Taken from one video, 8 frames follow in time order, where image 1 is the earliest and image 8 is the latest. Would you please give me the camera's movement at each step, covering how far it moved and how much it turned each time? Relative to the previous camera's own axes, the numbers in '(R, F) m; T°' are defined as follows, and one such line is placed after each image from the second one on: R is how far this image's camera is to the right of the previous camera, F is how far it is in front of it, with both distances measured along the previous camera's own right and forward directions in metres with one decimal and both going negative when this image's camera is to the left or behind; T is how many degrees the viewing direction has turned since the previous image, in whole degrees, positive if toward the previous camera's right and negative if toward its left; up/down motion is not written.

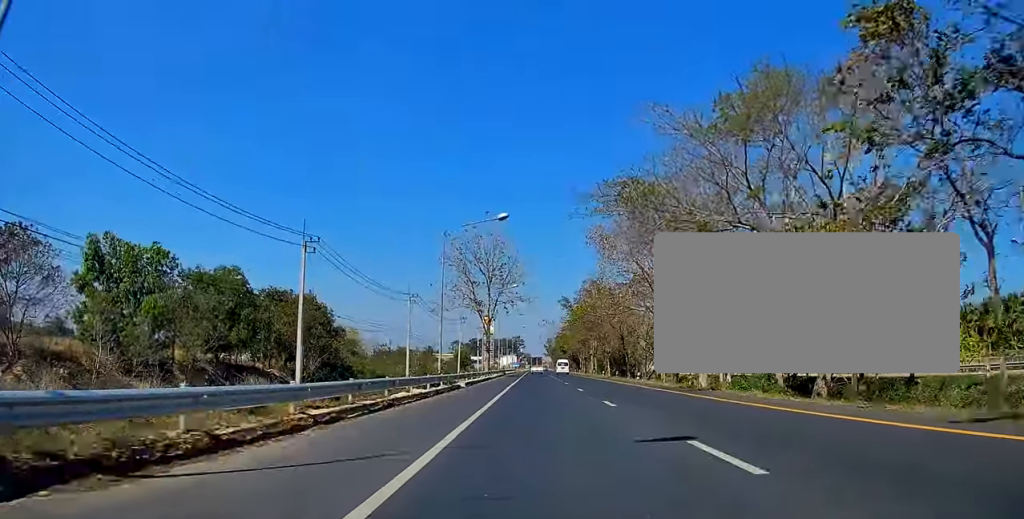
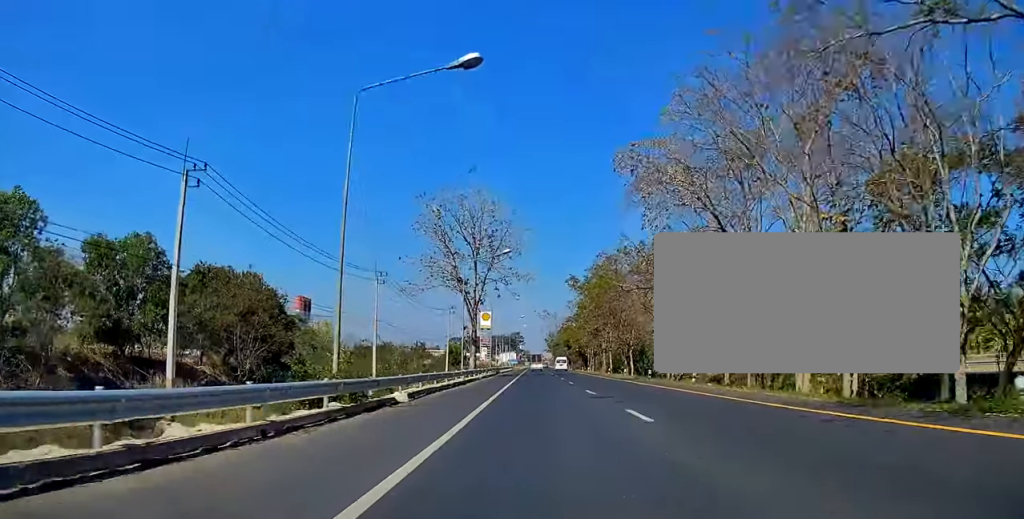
(+0.4, +17.4) m; +1°
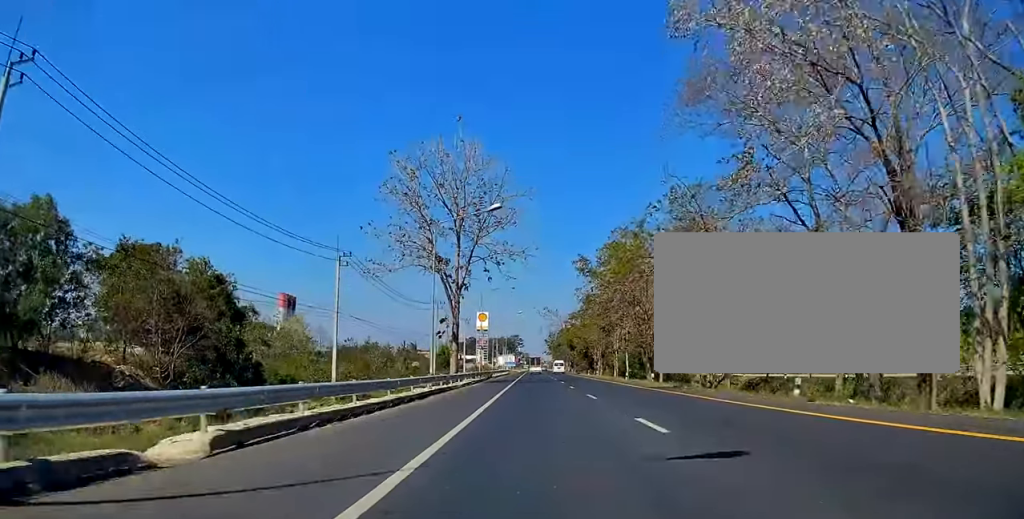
(-0.1, +13.9) m; 0°
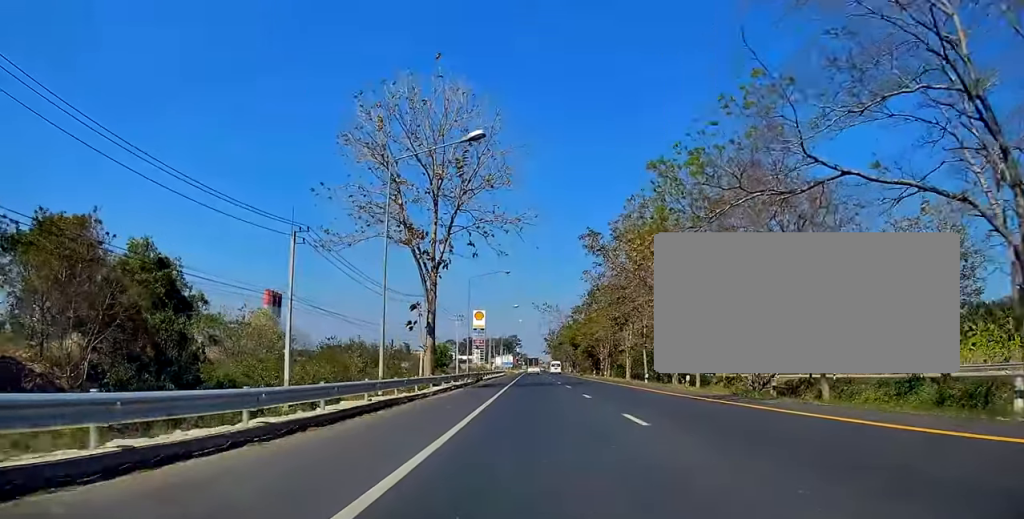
(-0.1, +10.5) m; 0°
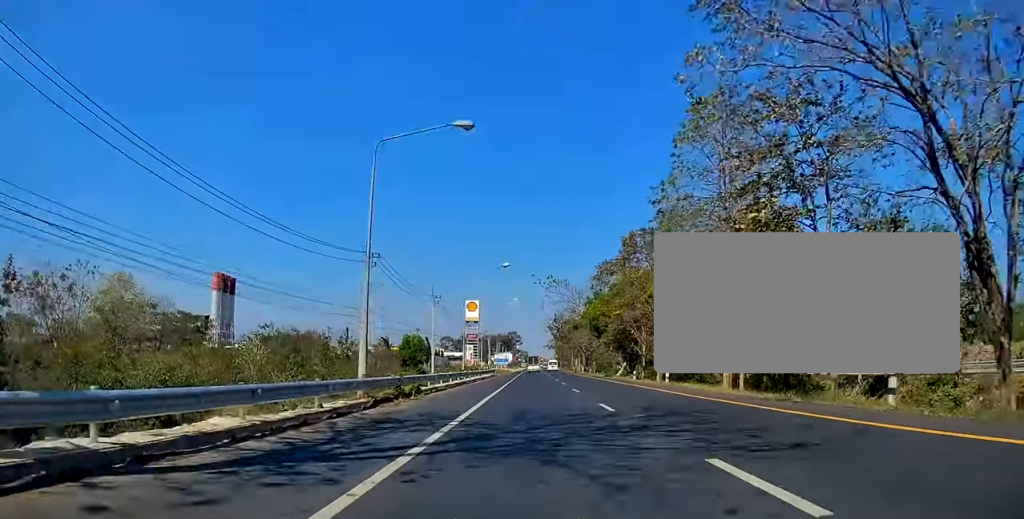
(0.0, +32.2) m; 0°
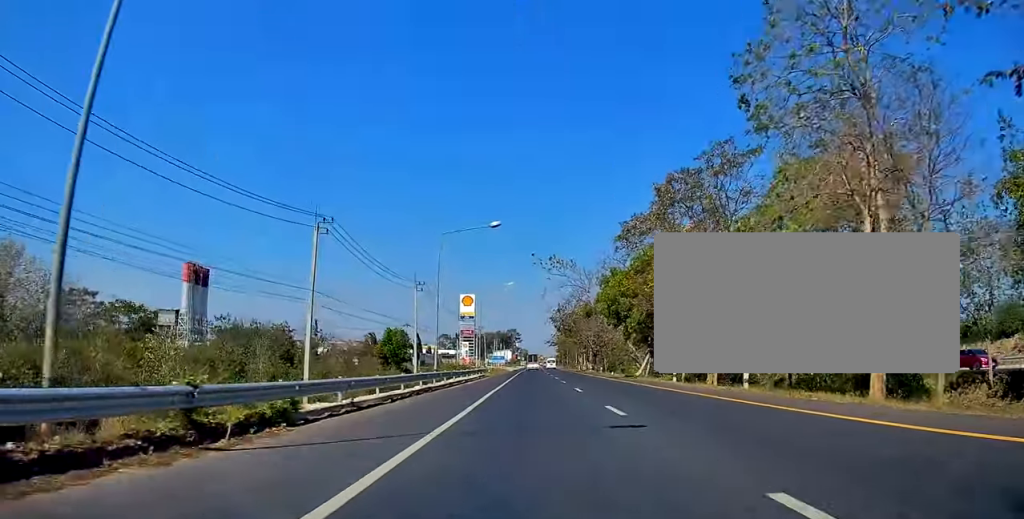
(+0.1, +14.2) m; 0°
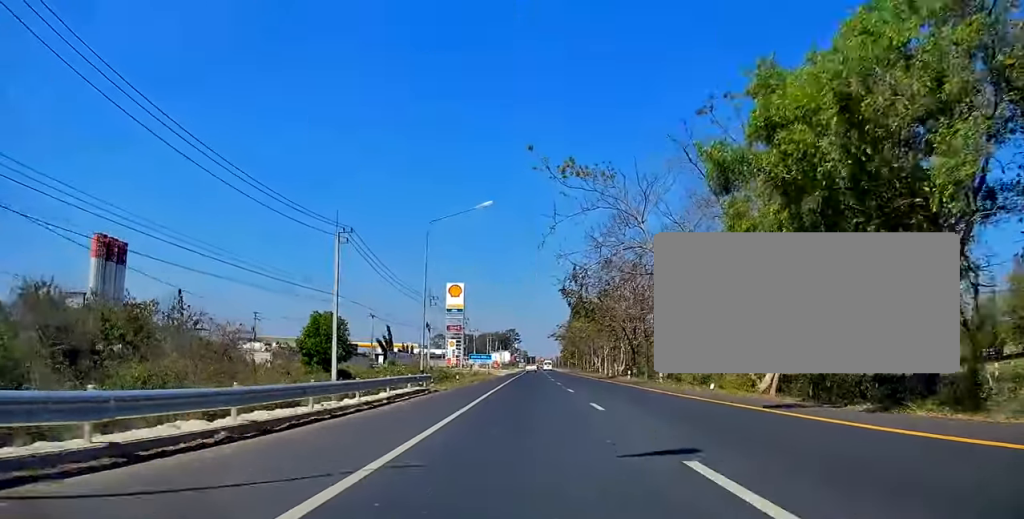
(+0.5, +33.7) m; +2°
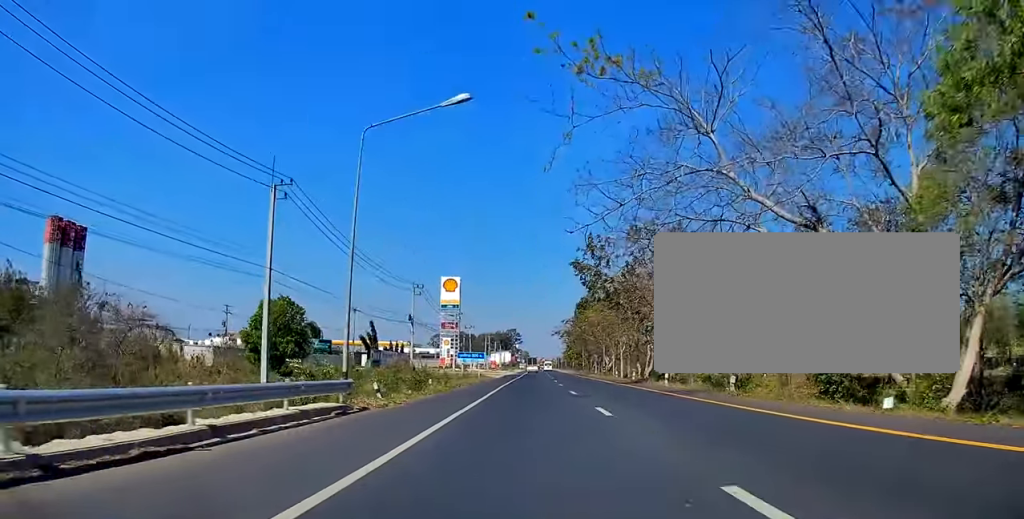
(+0.1, +13.7) m; 0°
